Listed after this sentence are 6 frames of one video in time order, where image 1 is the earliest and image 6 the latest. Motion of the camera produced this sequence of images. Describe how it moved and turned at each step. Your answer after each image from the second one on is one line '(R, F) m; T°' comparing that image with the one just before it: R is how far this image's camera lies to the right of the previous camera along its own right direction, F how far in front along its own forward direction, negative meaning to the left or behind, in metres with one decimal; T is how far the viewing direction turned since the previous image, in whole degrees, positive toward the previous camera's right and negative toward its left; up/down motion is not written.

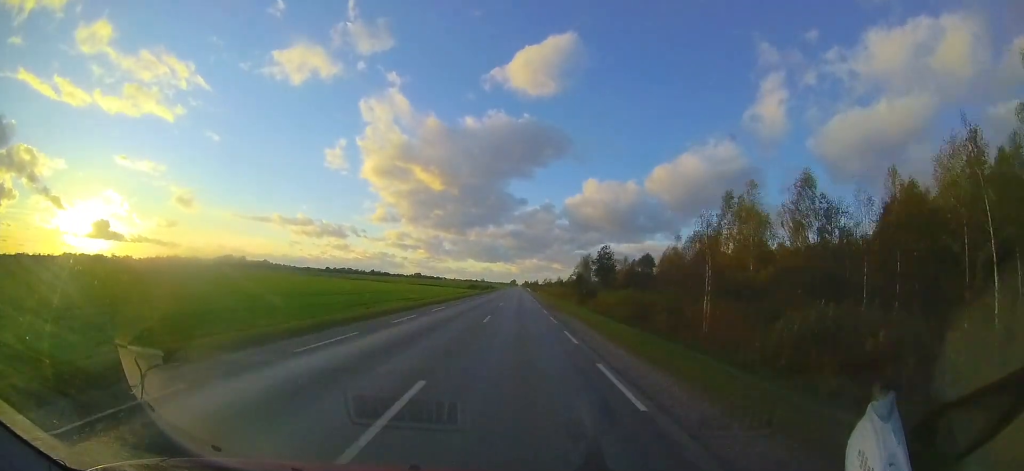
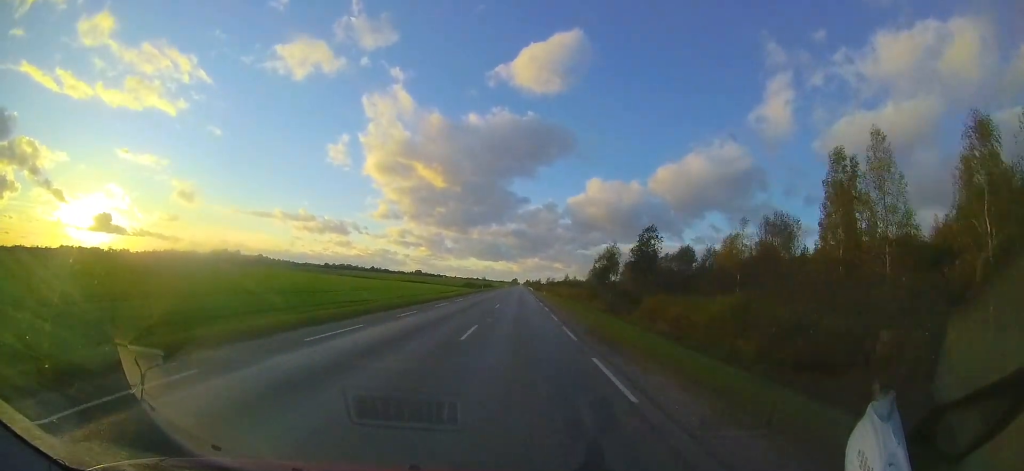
(+0.1, +17.6) m; 0°
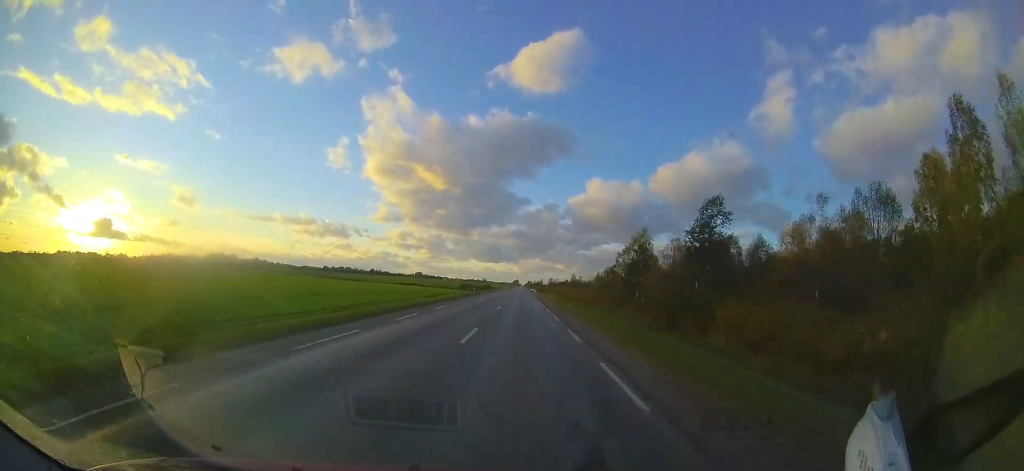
(0.0, +12.7) m; 0°
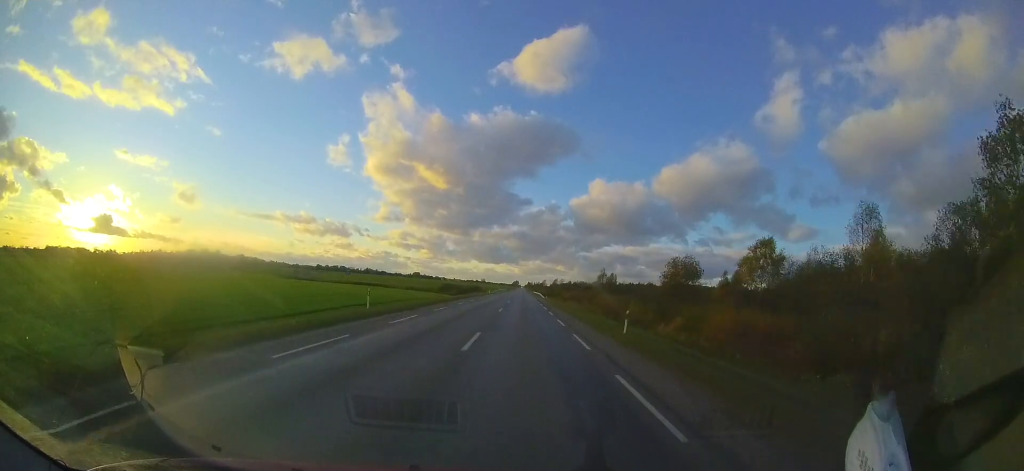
(0.0, +36.8) m; 0°
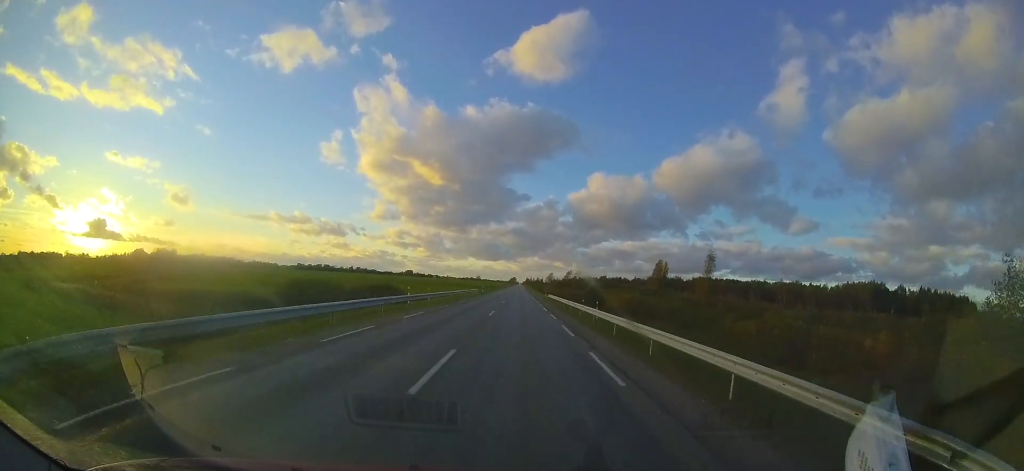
(+0.6, +76.0) m; +1°
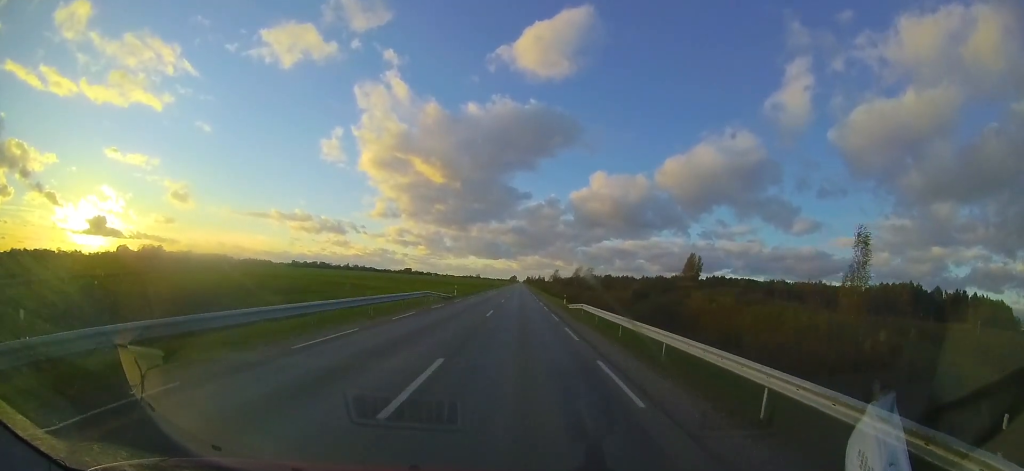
(0.0, +24.7) m; -1°
